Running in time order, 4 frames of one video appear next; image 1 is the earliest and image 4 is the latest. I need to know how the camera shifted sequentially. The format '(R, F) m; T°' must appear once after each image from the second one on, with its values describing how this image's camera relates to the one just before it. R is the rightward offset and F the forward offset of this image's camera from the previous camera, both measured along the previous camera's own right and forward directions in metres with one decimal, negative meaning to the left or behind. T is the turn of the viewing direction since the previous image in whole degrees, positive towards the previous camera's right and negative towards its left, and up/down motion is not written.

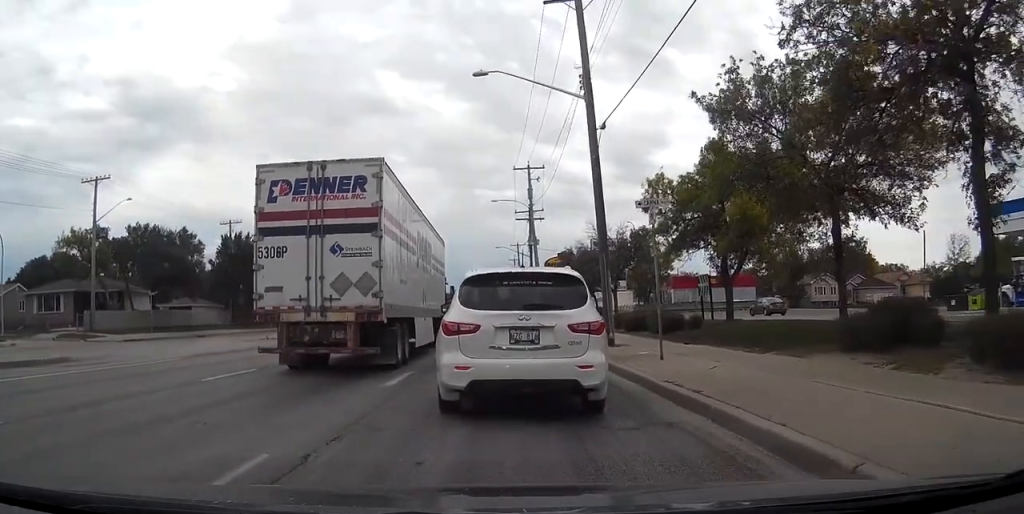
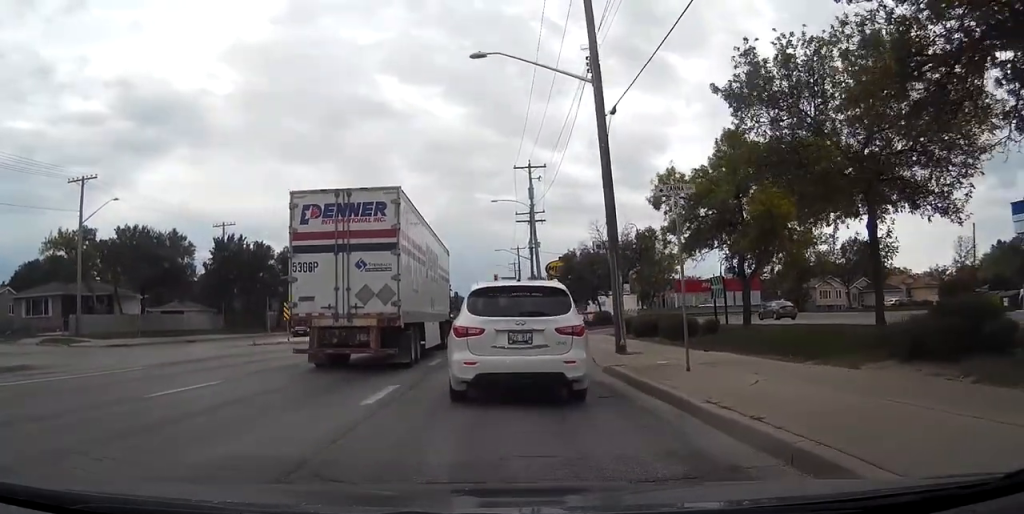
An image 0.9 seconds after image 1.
(+0.1, +2.6) m; +4°
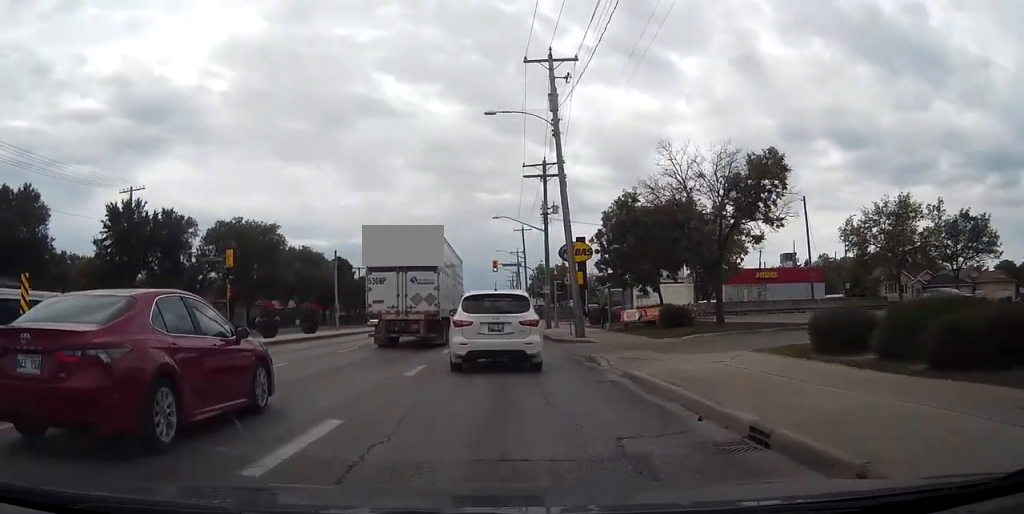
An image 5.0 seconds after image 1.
(+0.3, +21.4) m; 0°
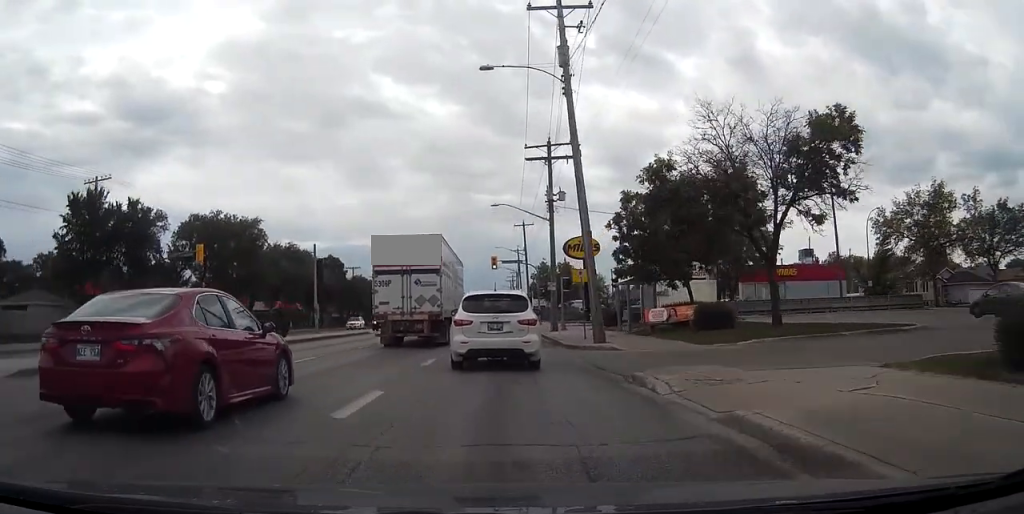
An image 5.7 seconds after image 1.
(+0.1, +6.0) m; 0°
